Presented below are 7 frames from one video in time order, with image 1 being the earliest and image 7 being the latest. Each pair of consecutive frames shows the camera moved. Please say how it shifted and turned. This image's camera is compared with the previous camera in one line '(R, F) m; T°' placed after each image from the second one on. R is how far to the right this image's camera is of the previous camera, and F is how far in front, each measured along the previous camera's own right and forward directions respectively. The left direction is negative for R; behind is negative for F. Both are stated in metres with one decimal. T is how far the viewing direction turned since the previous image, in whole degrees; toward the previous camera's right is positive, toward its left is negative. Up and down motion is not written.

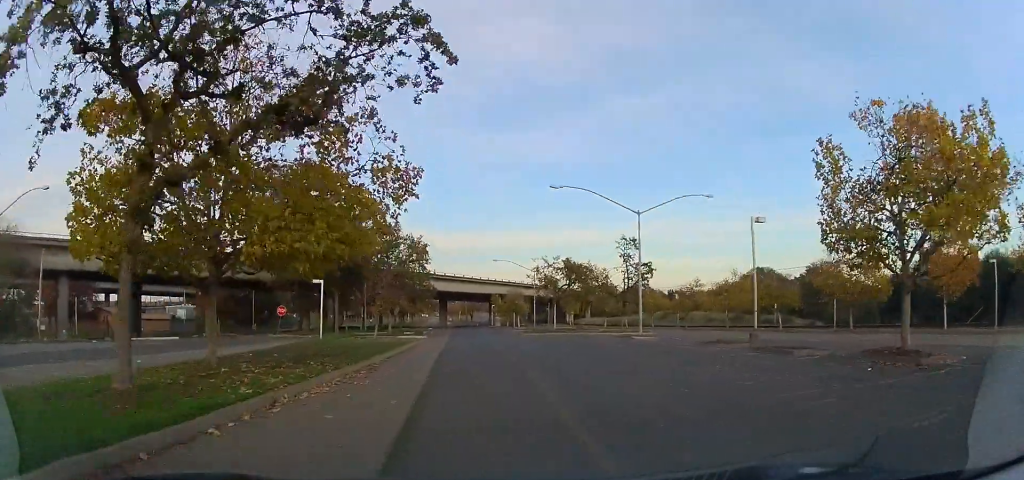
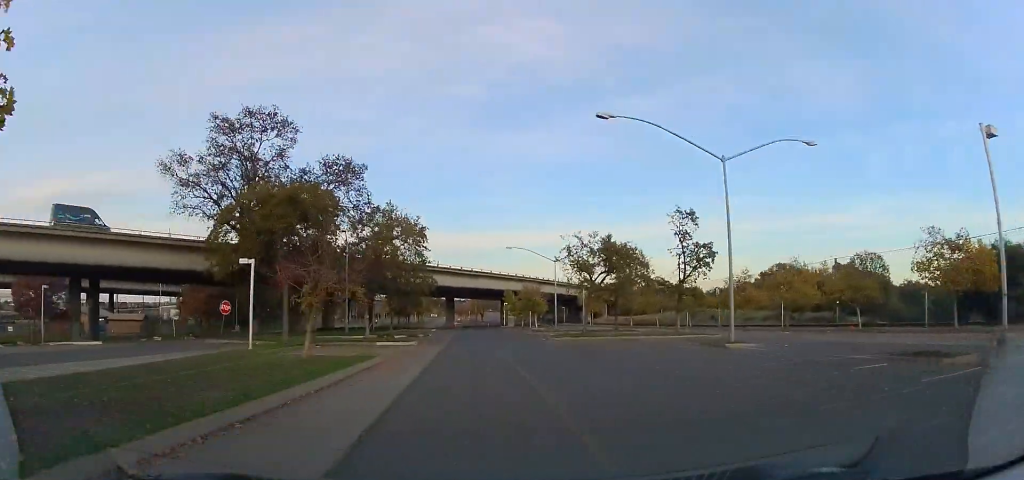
(0.0, +11.7) m; 0°
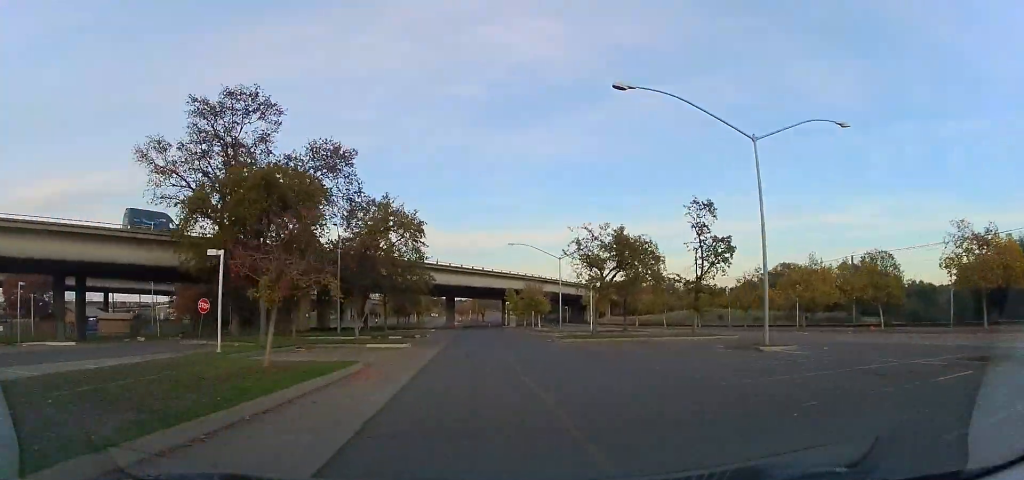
(0.0, +2.9) m; +1°
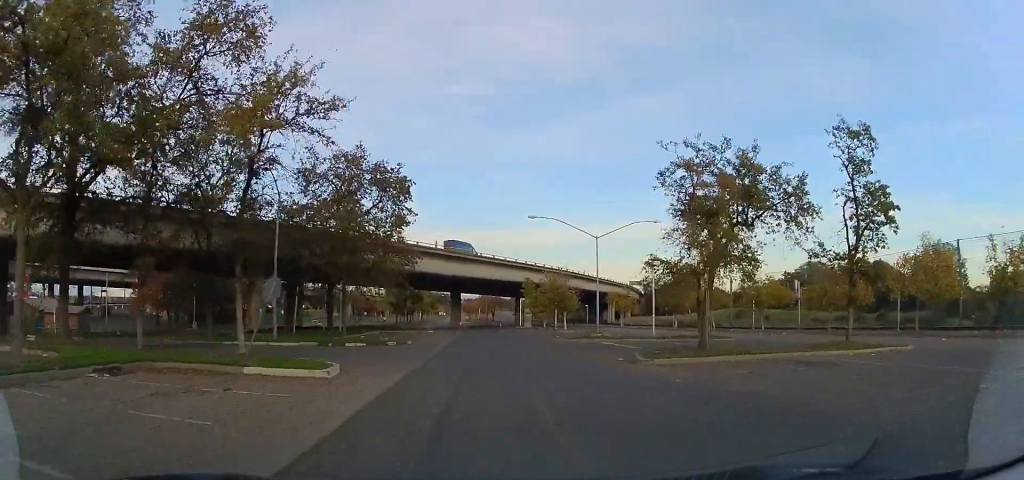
(-0.2, +14.7) m; -3°
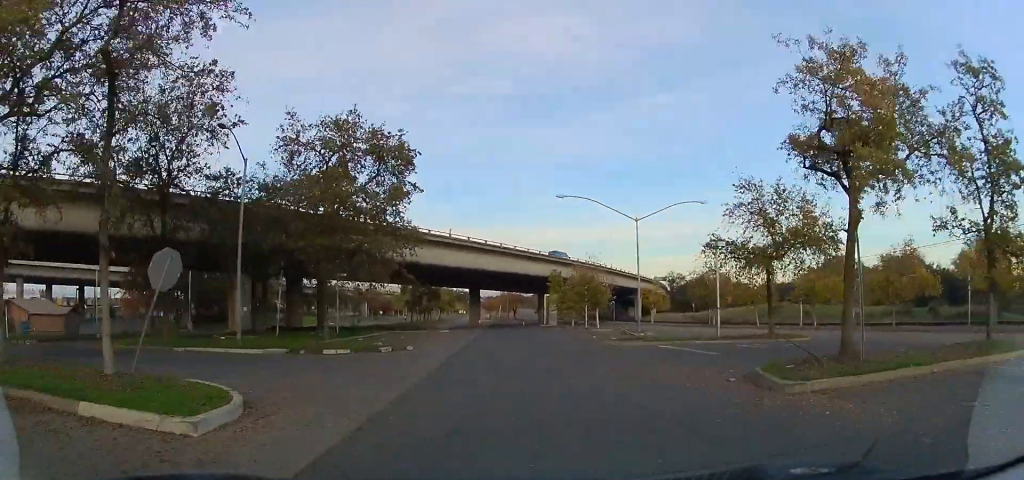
(-0.2, +6.9) m; -1°
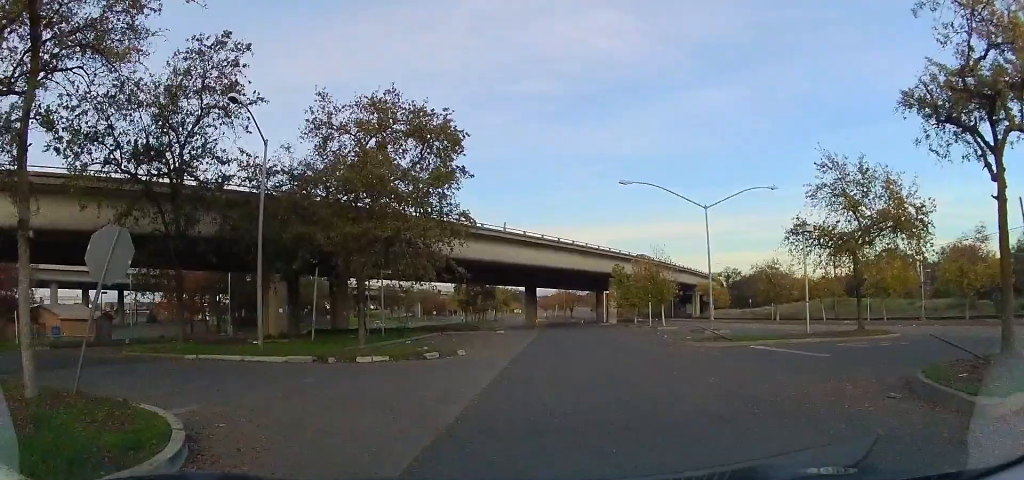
(+0.2, +3.7) m; 0°
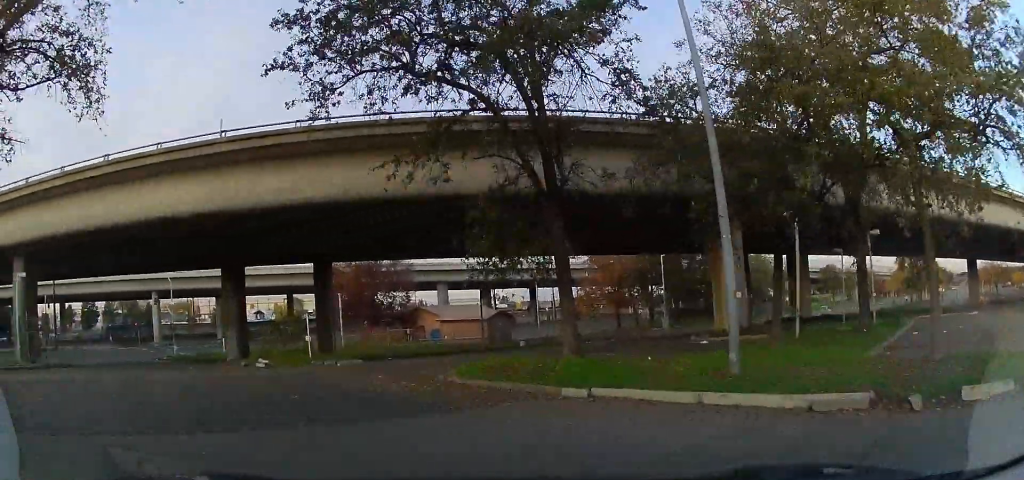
(-3.6, +10.5) m; -49°
